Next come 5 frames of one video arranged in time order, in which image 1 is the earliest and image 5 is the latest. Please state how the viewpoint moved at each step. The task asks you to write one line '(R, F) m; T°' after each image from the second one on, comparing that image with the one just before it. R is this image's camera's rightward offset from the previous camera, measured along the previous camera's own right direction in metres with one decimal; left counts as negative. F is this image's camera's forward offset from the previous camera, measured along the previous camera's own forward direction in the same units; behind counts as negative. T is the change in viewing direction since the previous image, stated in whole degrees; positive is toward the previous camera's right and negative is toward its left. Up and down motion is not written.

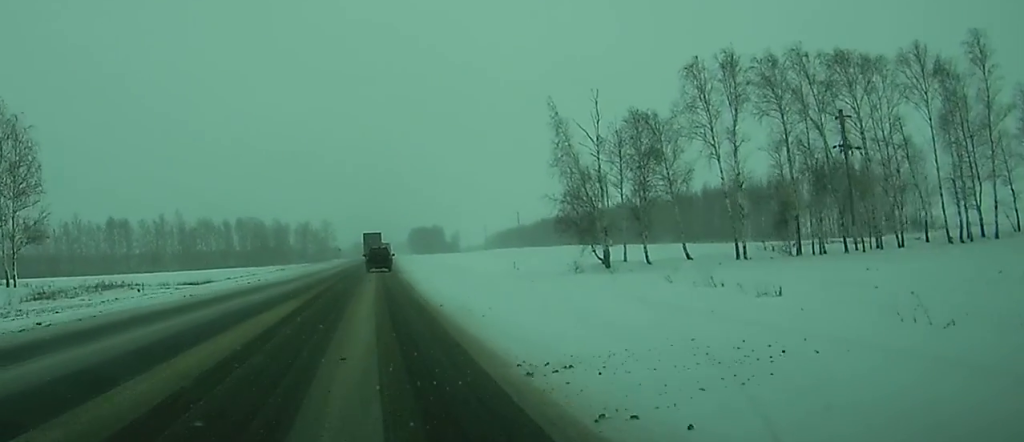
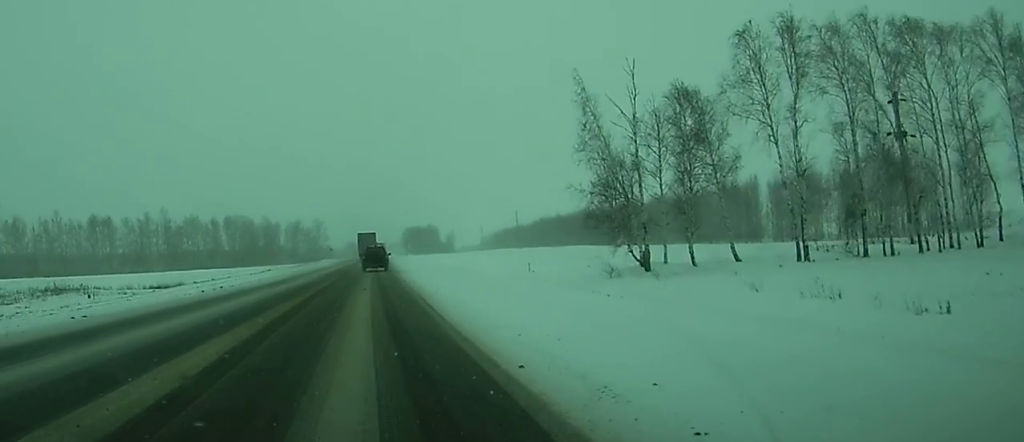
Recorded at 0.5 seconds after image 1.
(+0.1, +11.1) m; +1°
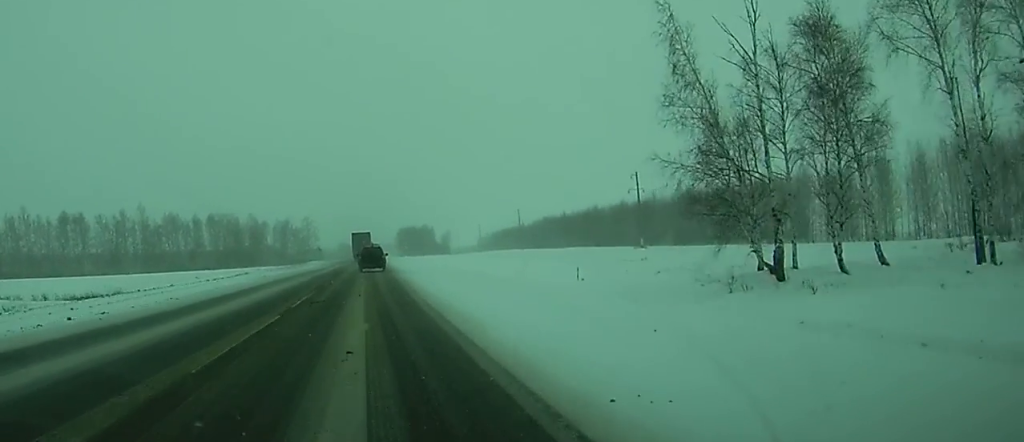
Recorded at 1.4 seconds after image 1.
(+0.2, +19.3) m; +1°
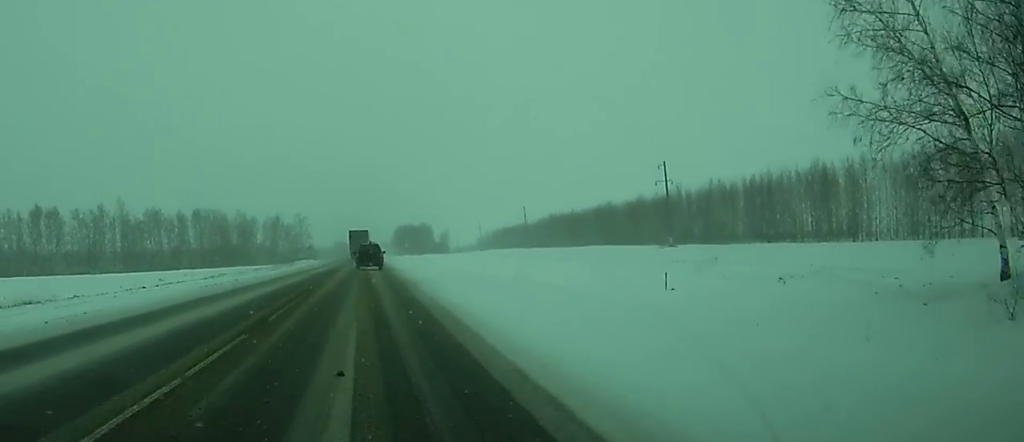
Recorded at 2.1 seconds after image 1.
(+0.2, +17.1) m; +1°
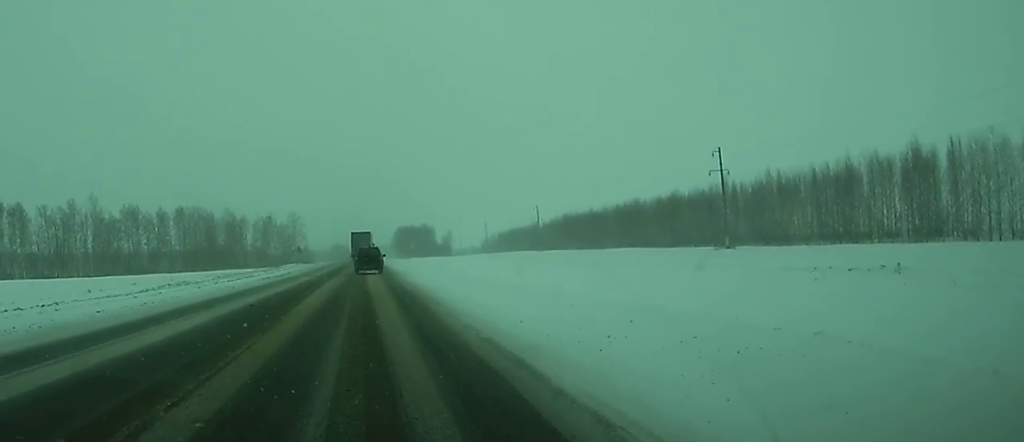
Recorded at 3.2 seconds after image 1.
(+0.1, +23.1) m; 0°
